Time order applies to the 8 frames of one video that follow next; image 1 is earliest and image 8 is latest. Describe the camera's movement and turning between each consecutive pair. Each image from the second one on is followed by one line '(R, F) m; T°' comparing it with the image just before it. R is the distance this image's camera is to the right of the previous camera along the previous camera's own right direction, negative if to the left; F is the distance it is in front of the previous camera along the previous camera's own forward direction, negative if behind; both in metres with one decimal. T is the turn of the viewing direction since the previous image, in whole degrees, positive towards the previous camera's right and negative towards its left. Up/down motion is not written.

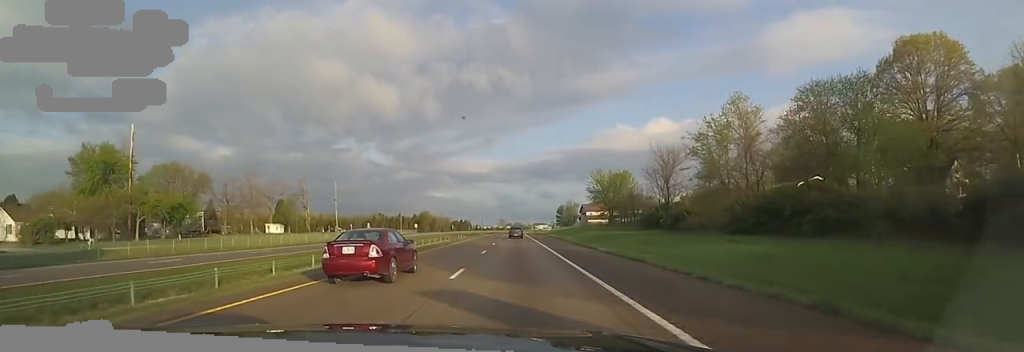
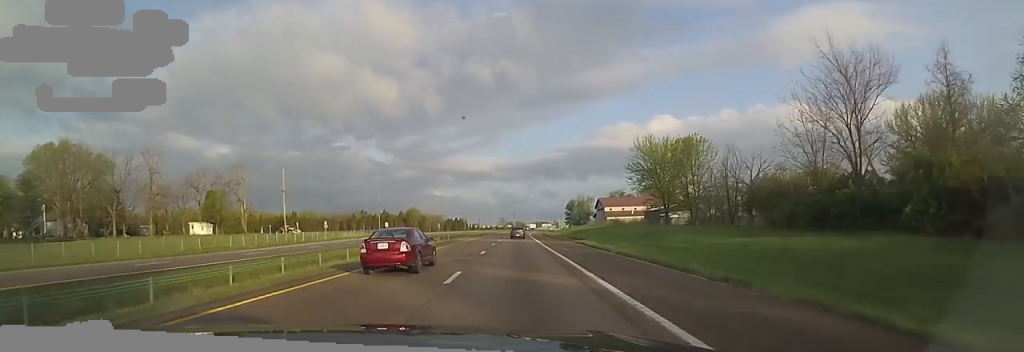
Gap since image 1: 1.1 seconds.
(+0.8, +36.5) m; -1°
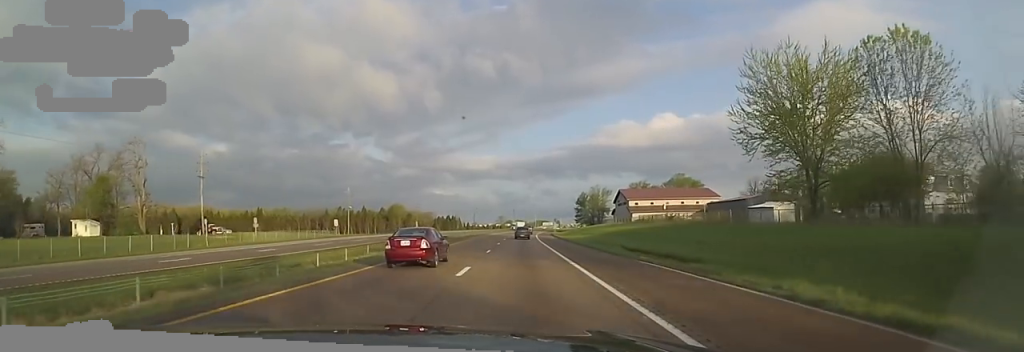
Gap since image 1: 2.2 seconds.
(-0.9, +34.4) m; 0°
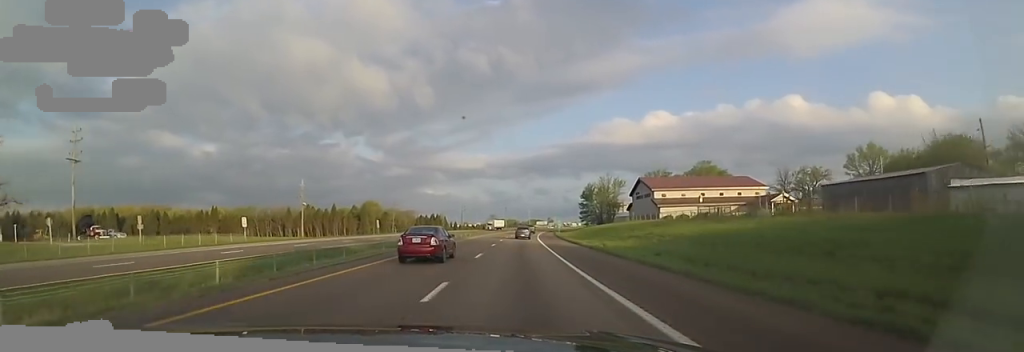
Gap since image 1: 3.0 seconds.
(+0.4, +29.7) m; +2°
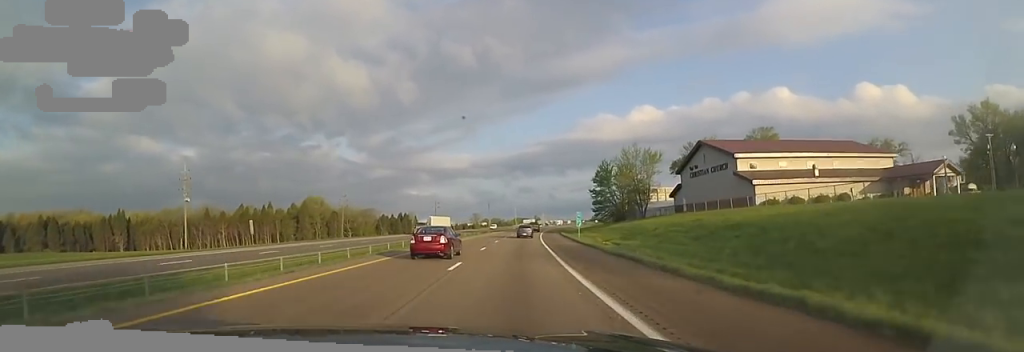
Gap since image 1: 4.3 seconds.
(+1.0, +44.3) m; +2°
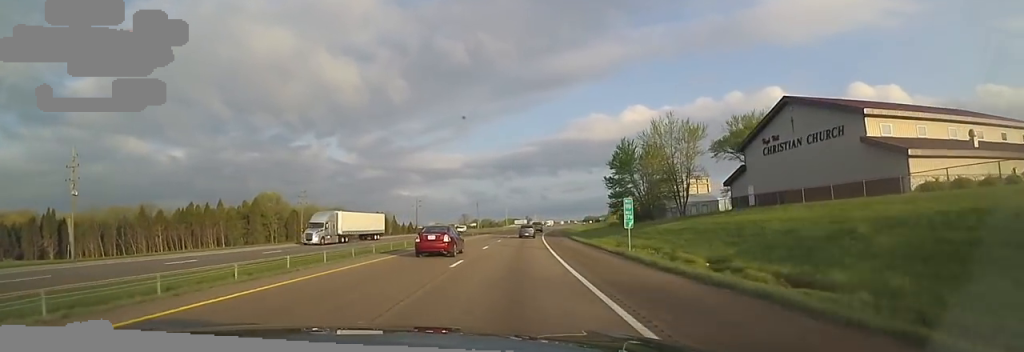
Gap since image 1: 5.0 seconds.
(-0.1, +24.0) m; +1°
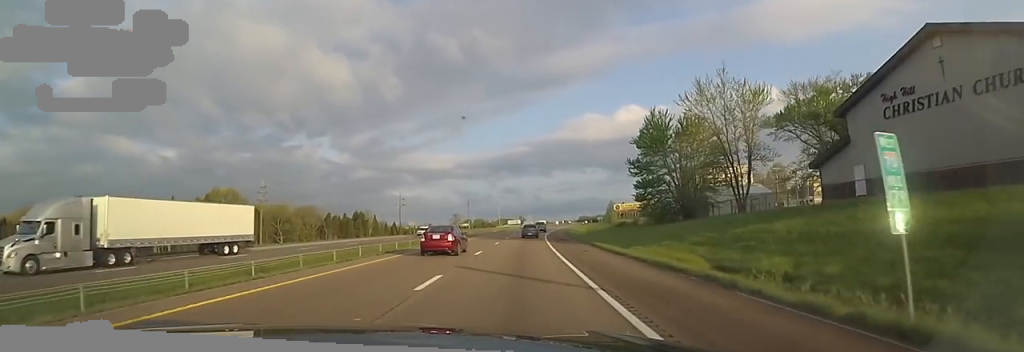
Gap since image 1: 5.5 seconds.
(+0.7, +17.8) m; 0°
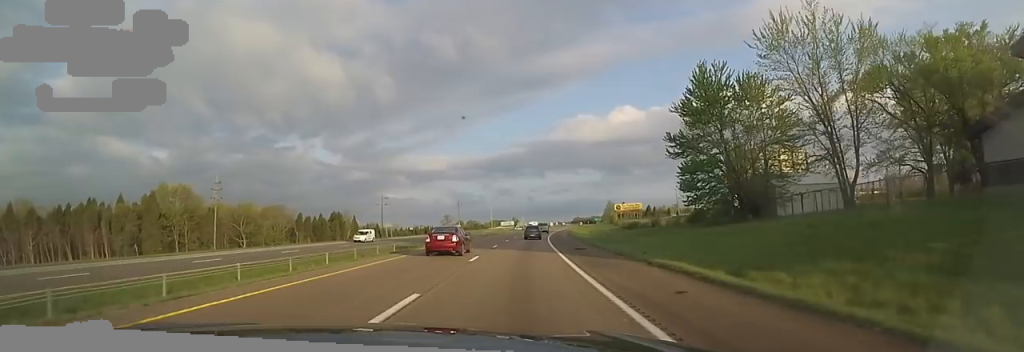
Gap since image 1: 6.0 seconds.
(+0.2, +15.4) m; 0°
